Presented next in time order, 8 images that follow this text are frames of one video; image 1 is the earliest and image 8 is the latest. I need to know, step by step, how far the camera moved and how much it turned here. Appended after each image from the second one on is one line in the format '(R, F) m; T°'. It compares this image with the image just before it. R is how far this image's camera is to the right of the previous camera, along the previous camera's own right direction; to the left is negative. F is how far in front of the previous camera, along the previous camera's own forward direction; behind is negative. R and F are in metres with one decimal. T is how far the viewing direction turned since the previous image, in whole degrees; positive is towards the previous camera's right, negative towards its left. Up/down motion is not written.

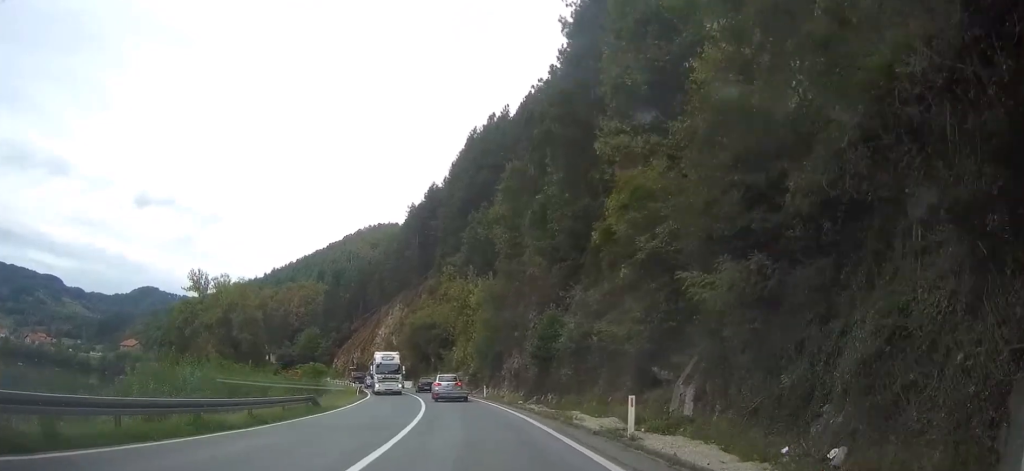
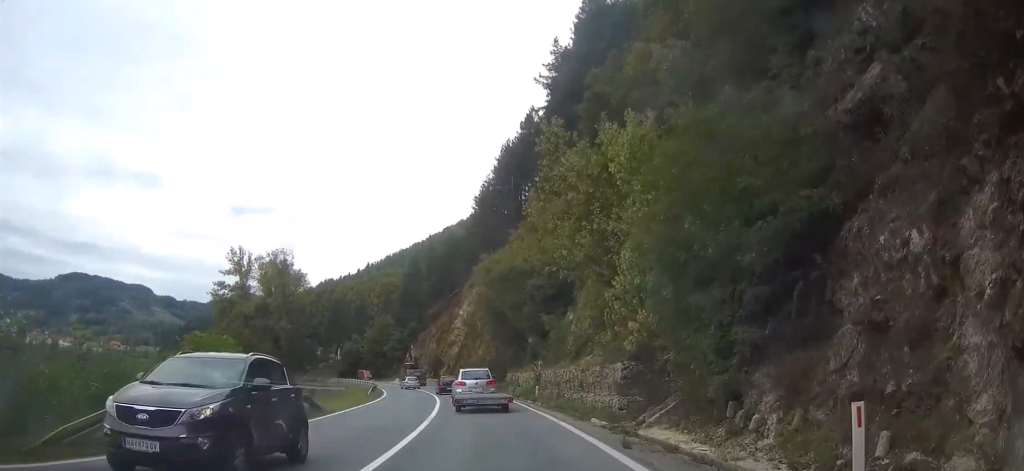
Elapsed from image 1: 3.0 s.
(-3.1, +44.8) m; -9°
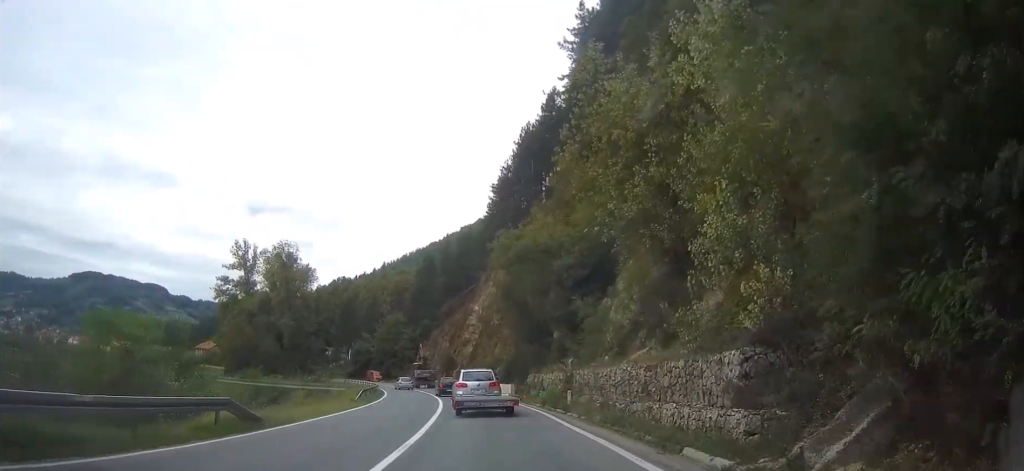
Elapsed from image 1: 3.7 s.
(-0.2, +8.6) m; -2°
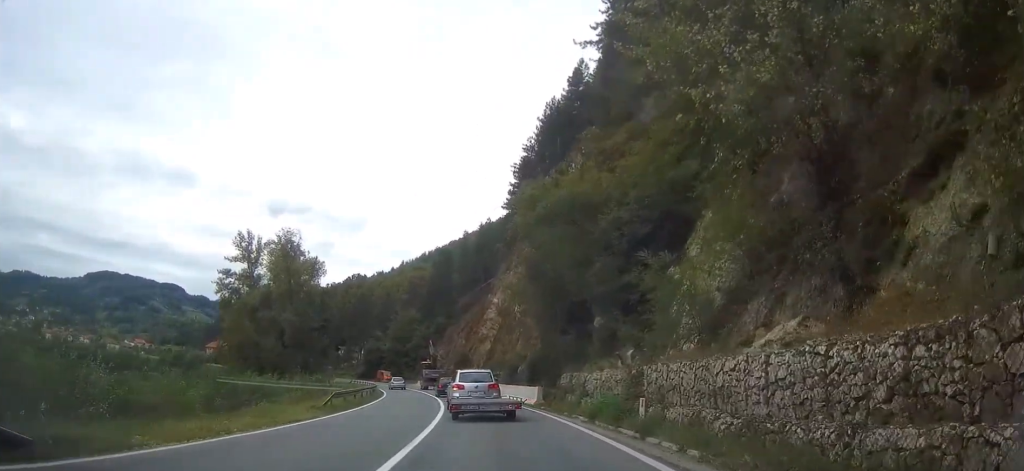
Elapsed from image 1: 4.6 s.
(-0.1, +10.8) m; -1°
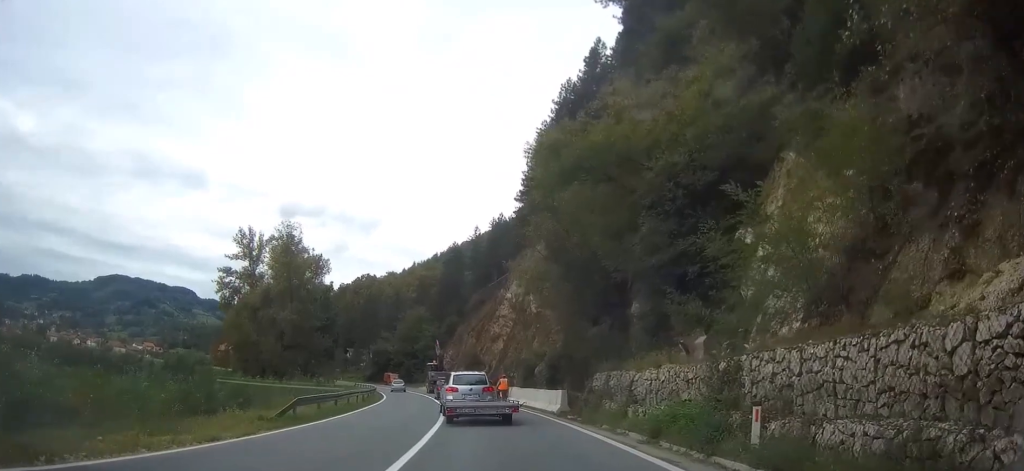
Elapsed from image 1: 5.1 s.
(-0.1, +6.9) m; -1°
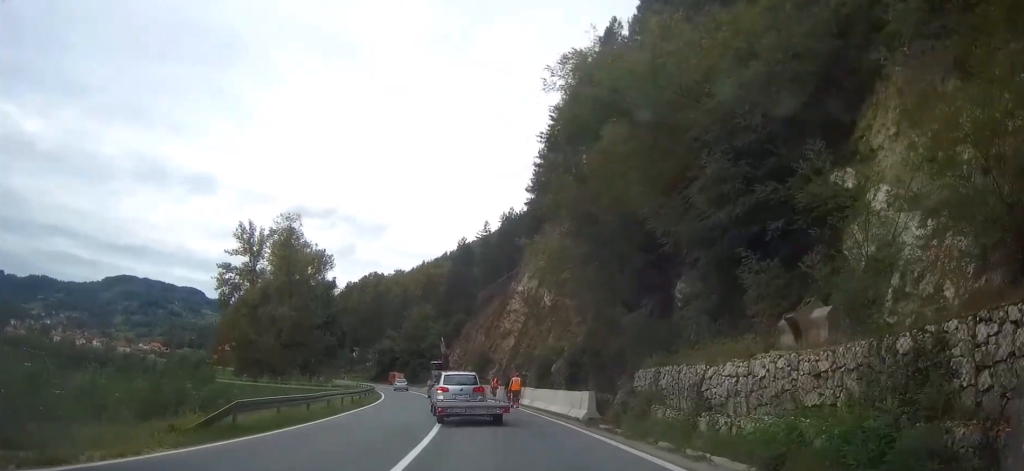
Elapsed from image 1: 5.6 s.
(-0.1, +5.9) m; -1°
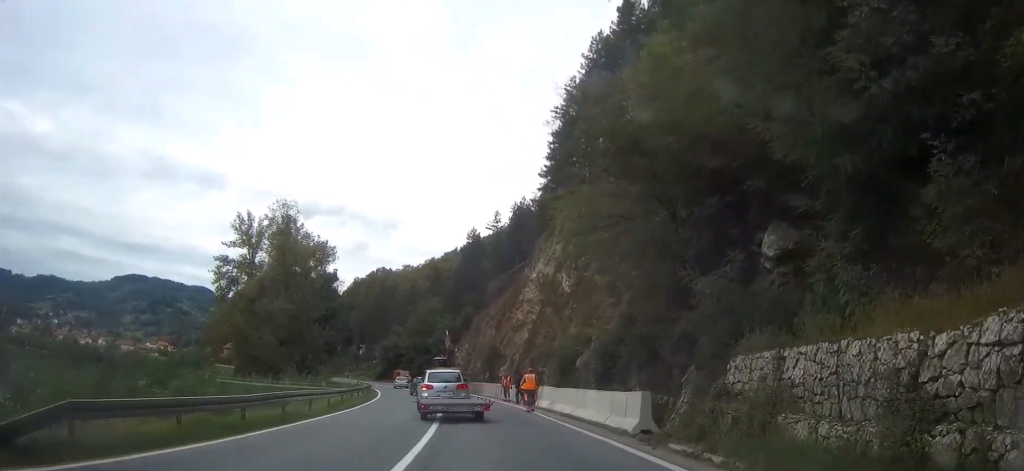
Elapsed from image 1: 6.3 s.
(-0.1, +7.3) m; -1°
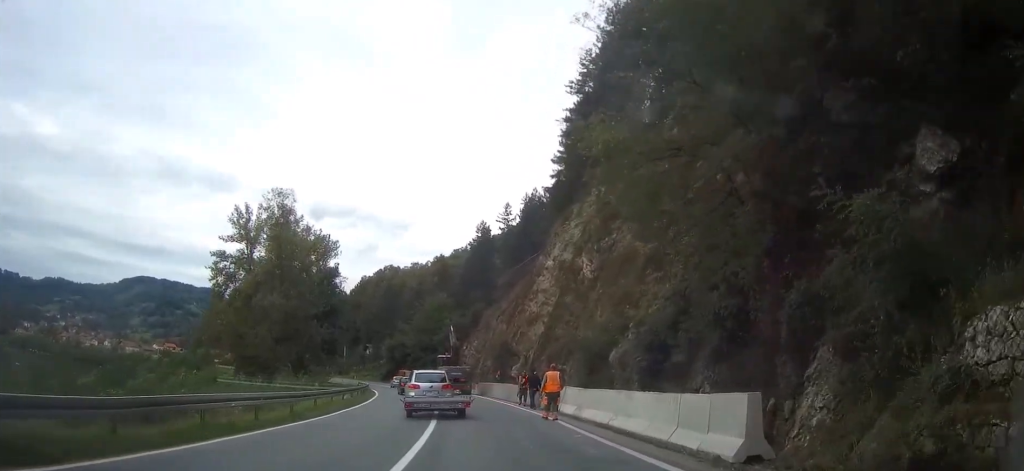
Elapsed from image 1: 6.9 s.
(-0.1, +6.7) m; -1°
